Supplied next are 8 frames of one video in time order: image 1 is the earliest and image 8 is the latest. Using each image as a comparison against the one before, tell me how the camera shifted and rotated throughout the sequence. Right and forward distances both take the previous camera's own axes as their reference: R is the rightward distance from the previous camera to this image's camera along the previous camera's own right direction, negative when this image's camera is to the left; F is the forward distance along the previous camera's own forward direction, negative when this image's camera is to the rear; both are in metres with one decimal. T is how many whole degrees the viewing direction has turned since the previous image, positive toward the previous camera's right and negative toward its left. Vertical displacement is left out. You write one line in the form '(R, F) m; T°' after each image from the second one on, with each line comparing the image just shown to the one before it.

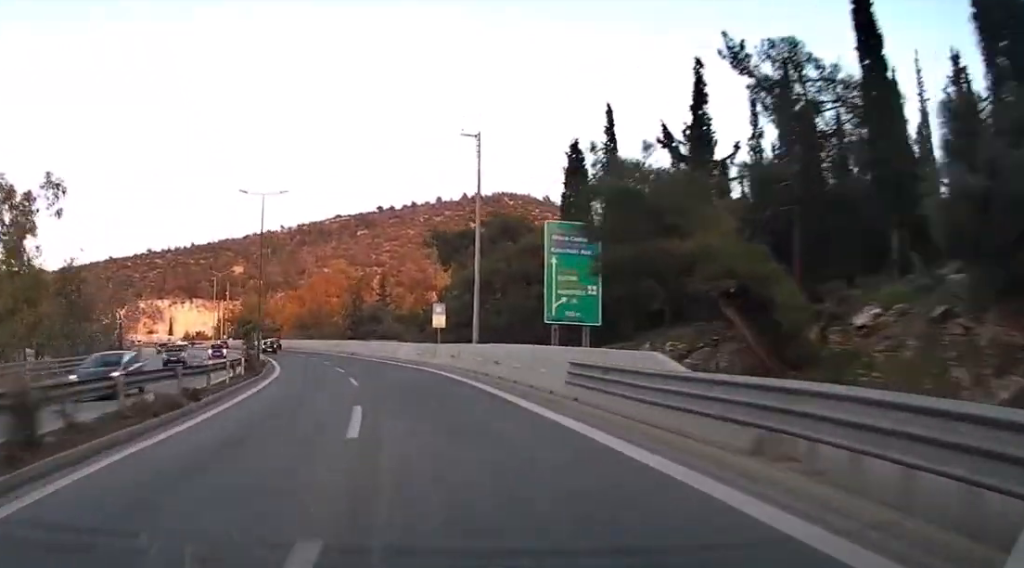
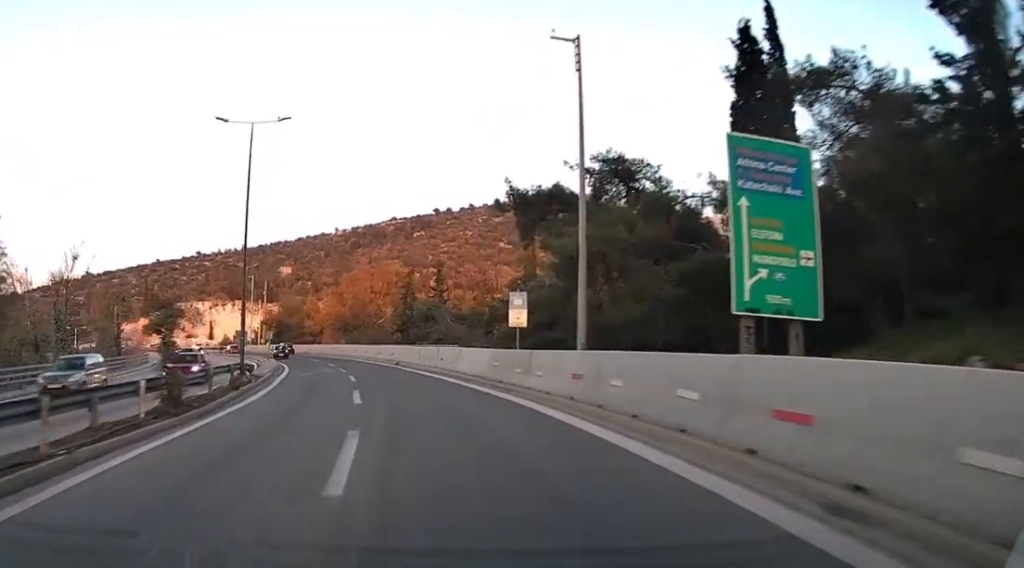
(-0.6, +16.5) m; -4°
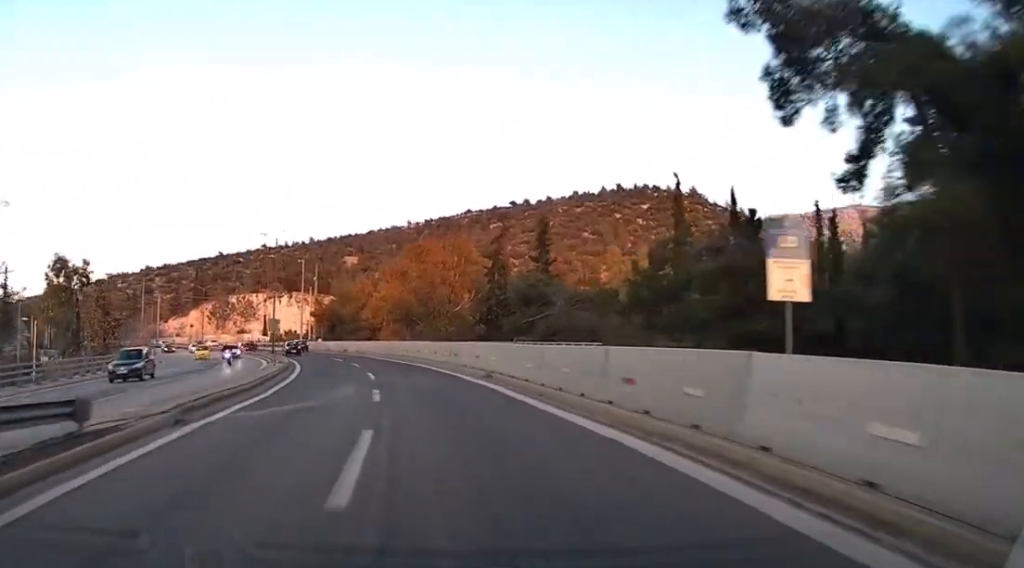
(-1.2, +23.3) m; -6°
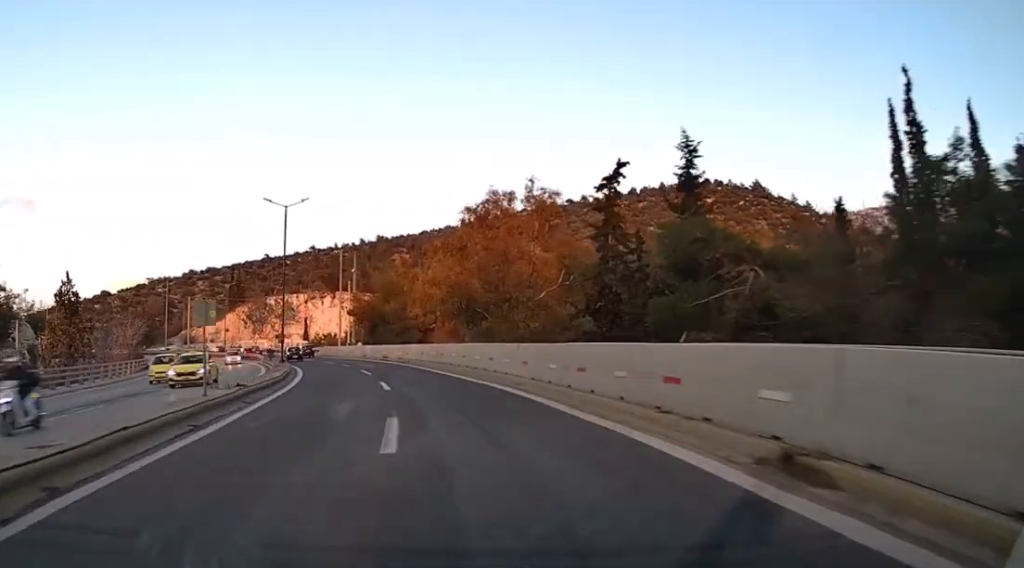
(-1.0, +19.6) m; -5°
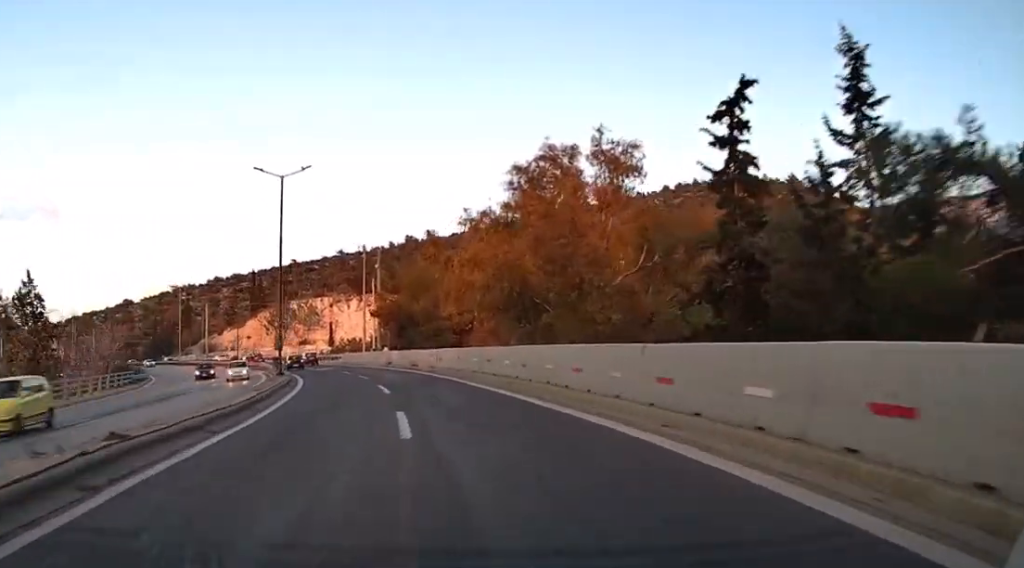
(-0.1, +11.3) m; -3°
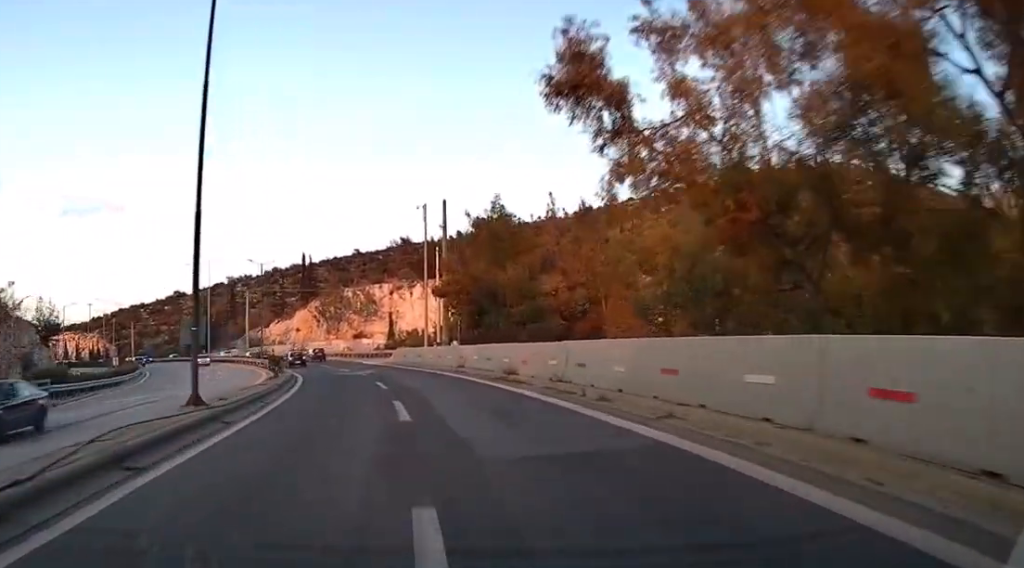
(-1.2, +24.2) m; -5°
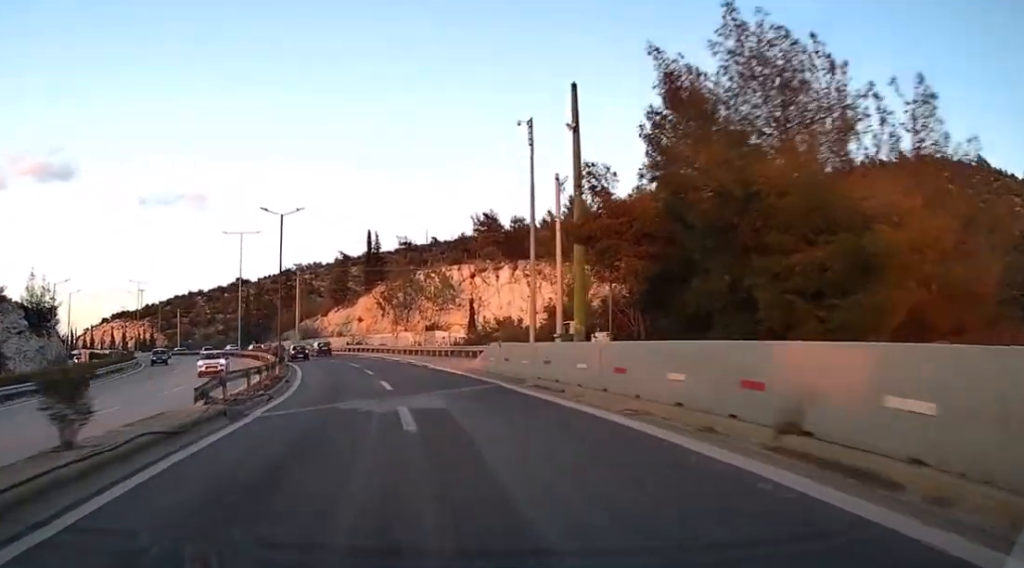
(-1.0, +26.4) m; -4°
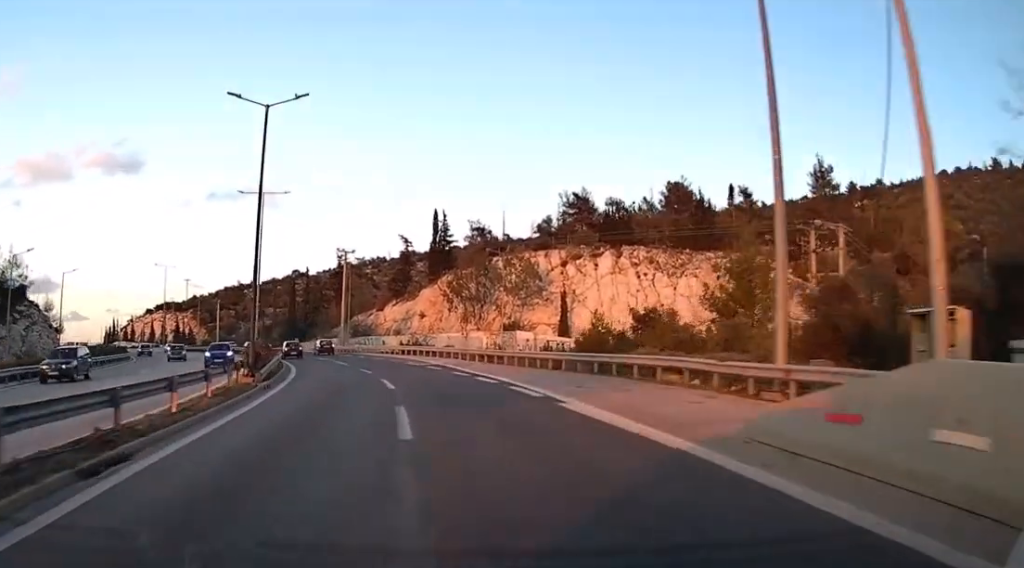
(-1.0, +24.9) m; -5°
